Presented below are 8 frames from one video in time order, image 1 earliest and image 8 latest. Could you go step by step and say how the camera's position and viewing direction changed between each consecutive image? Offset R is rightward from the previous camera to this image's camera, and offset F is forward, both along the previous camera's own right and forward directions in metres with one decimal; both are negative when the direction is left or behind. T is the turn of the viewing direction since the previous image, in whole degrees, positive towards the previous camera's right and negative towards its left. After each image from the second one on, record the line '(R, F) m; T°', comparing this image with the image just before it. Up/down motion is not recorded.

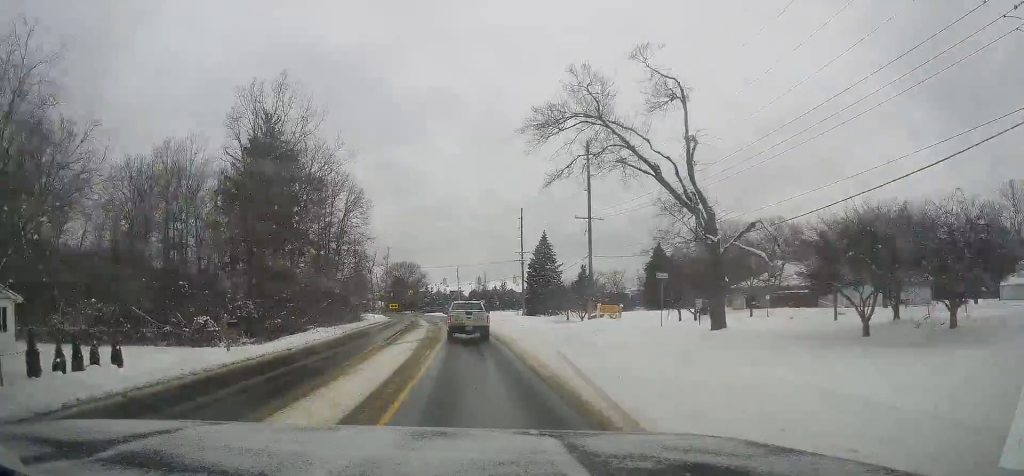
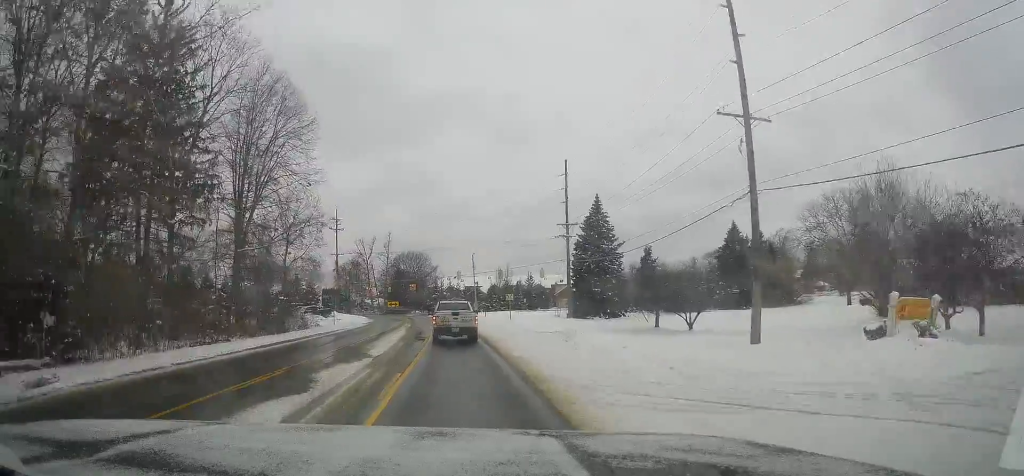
(-0.4, +33.9) m; -1°
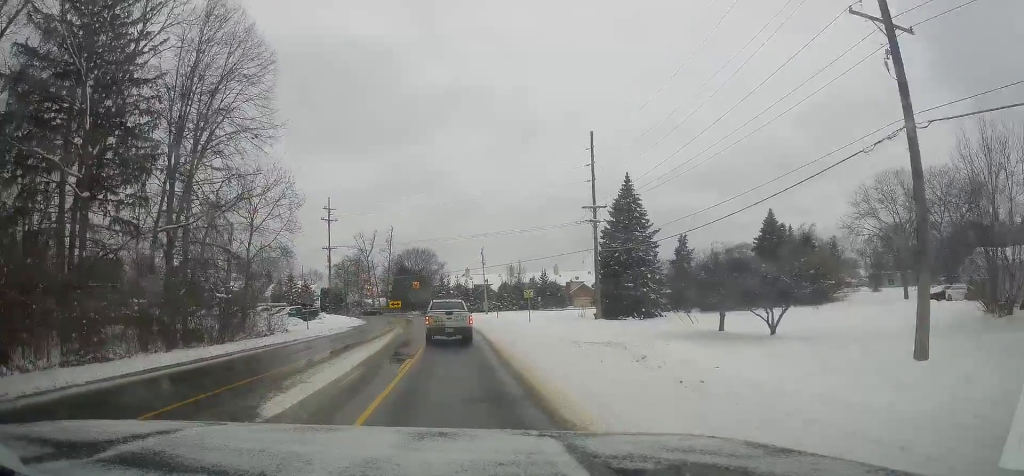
(+0.3, +11.5) m; 0°
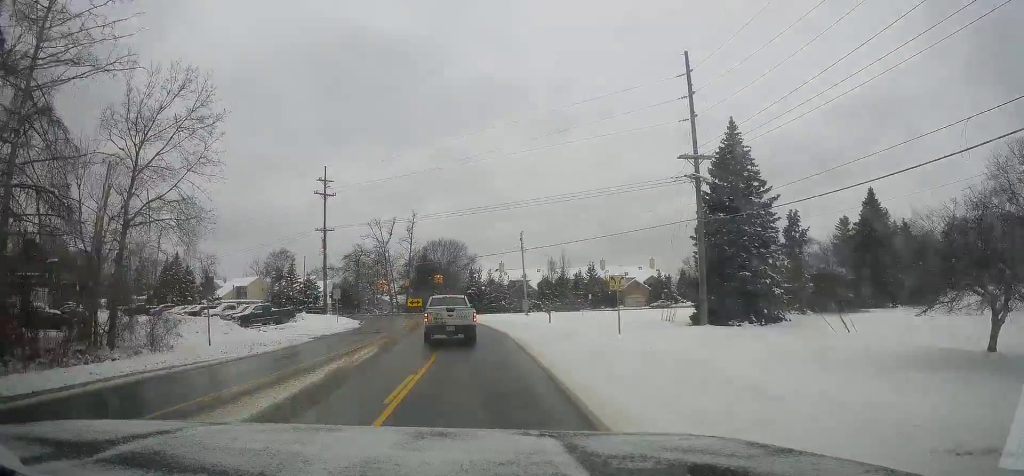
(-0.4, +20.9) m; -2°
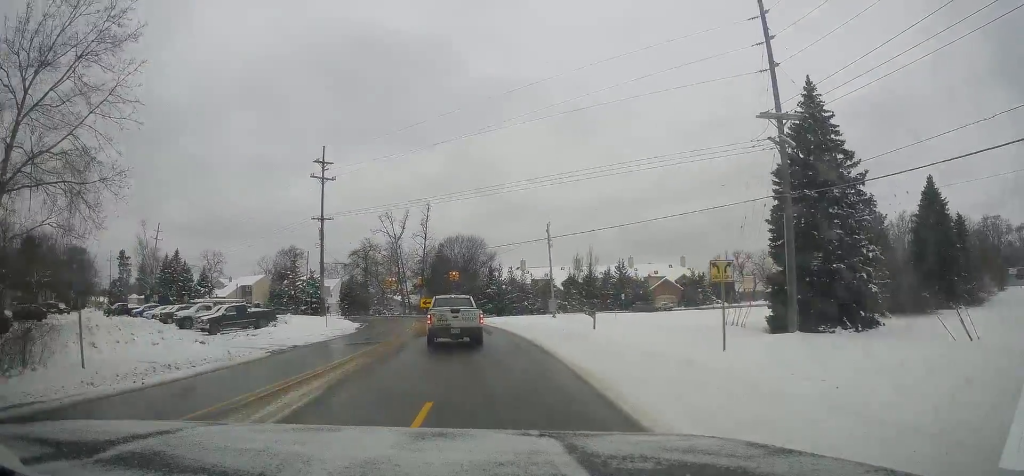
(+0.4, +9.9) m; -3°
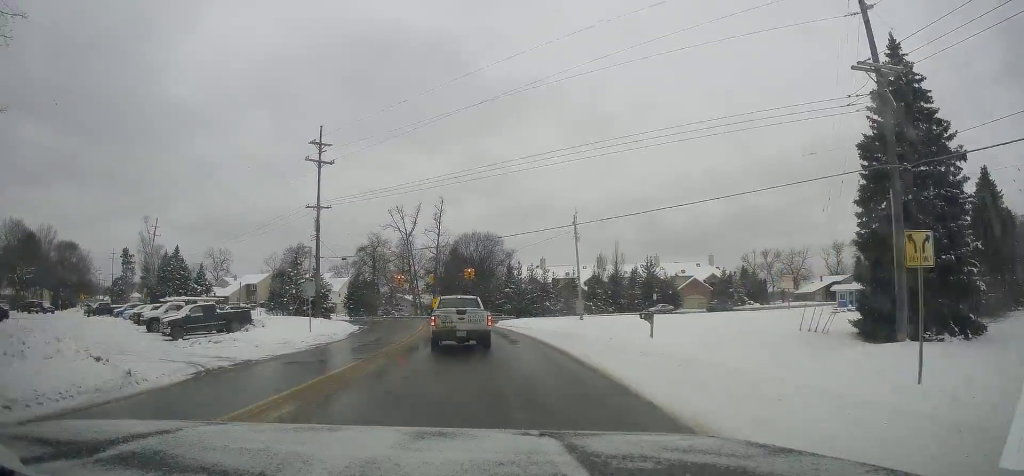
(-0.7, +8.1) m; -3°
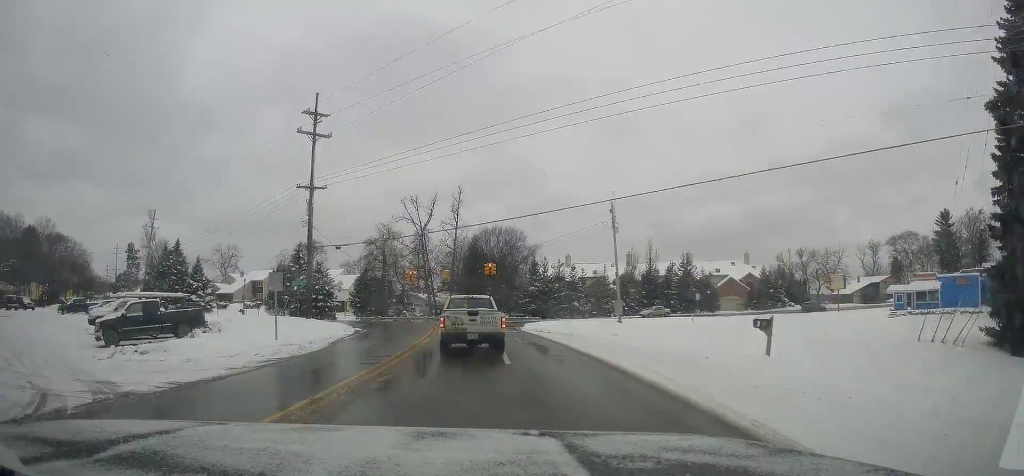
(-0.4, +9.8) m; -3°
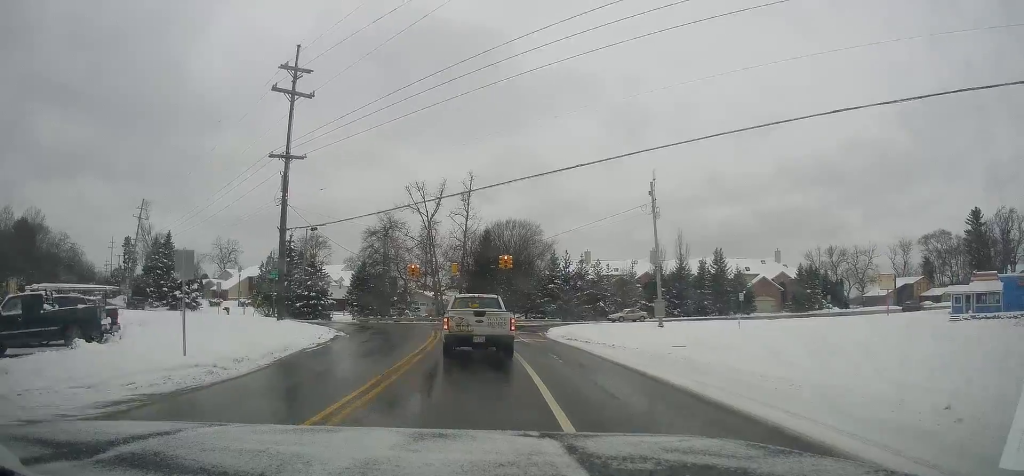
(0.0, +11.0) m; 0°
